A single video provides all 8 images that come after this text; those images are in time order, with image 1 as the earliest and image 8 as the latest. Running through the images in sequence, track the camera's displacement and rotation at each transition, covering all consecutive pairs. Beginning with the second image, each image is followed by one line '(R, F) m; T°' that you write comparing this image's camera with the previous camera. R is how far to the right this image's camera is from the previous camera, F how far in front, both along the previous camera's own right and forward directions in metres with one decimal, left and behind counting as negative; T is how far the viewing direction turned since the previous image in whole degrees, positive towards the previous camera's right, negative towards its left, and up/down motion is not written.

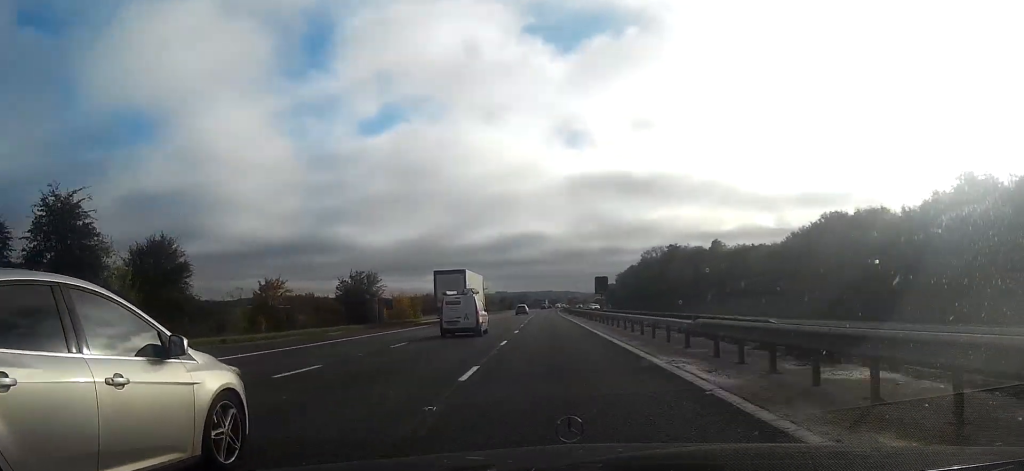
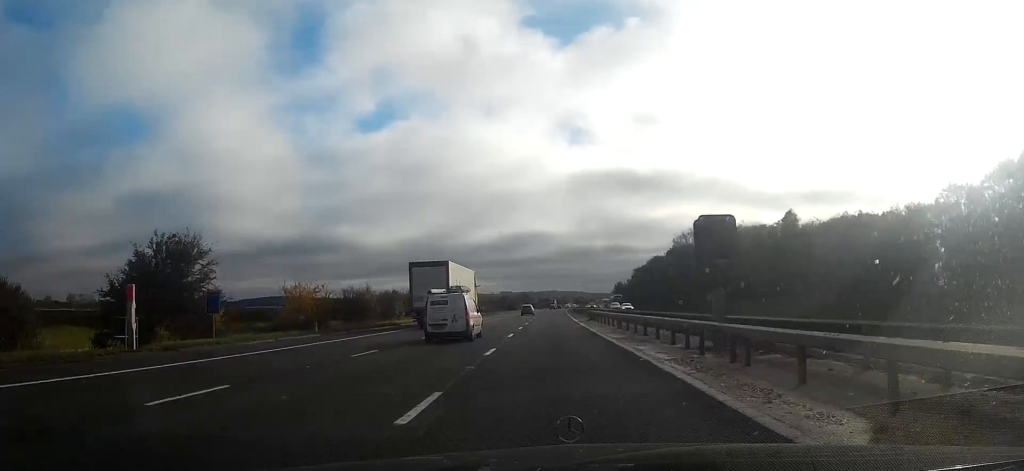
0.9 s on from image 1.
(0.0, +31.6) m; -1°
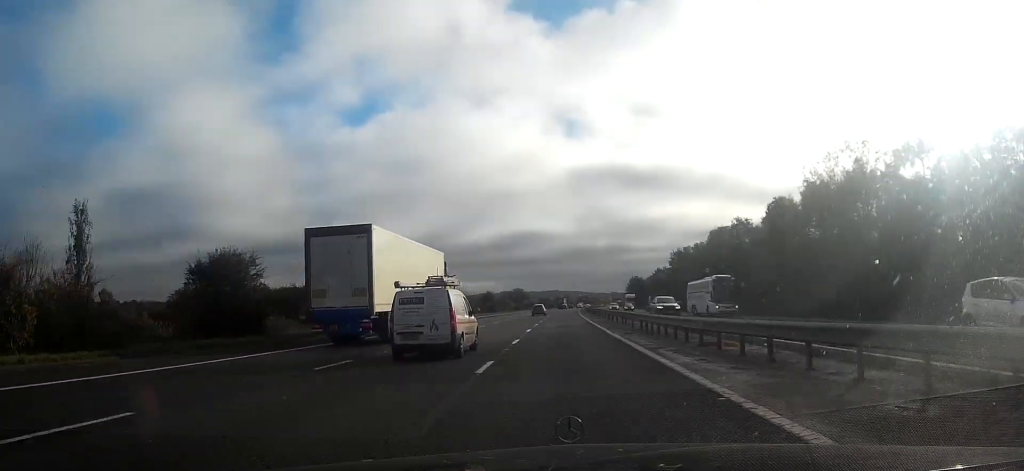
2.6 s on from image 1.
(-0.3, +58.4) m; 0°
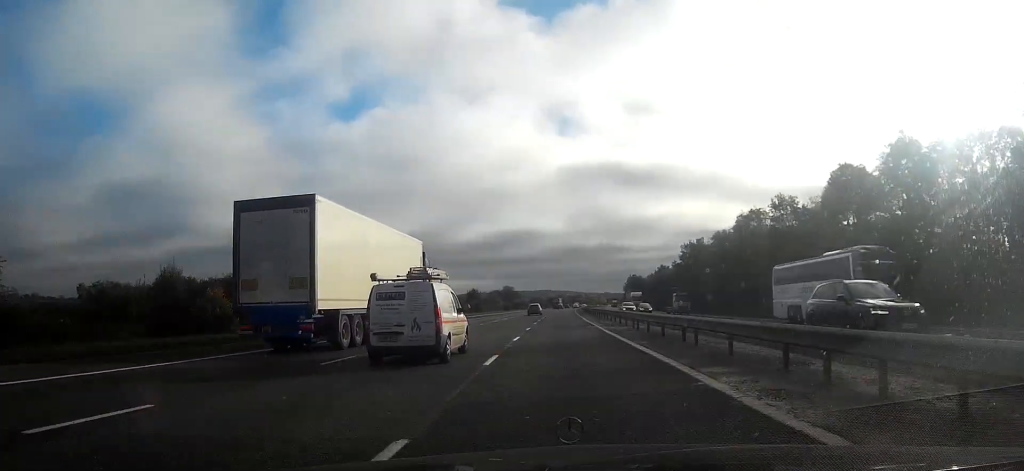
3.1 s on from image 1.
(+0.1, +17.4) m; 0°
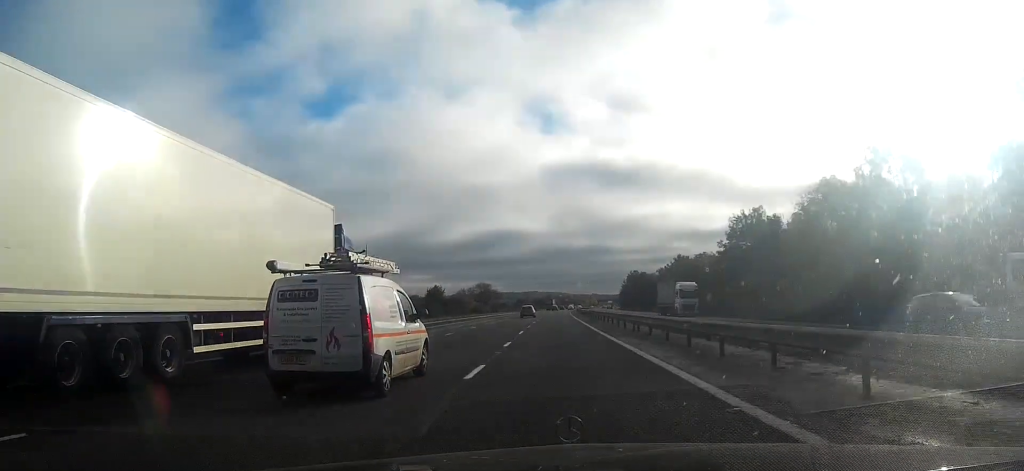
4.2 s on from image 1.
(+0.1, +38.2) m; +1°
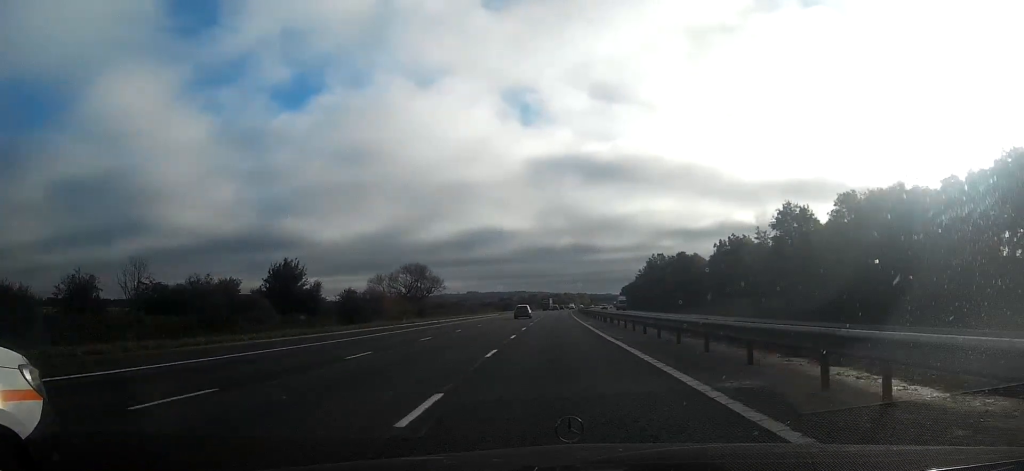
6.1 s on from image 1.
(+0.7, +67.9) m; 0°
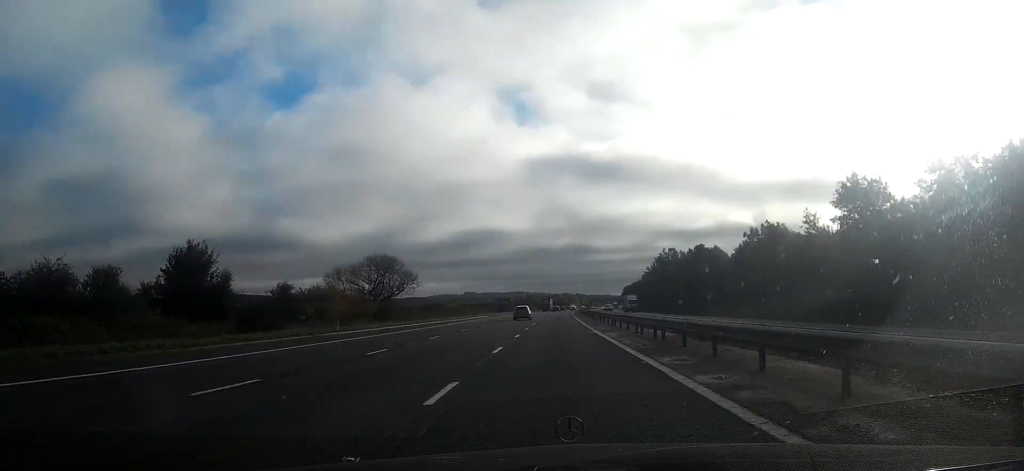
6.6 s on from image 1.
(0.0, +16.6) m; 0°
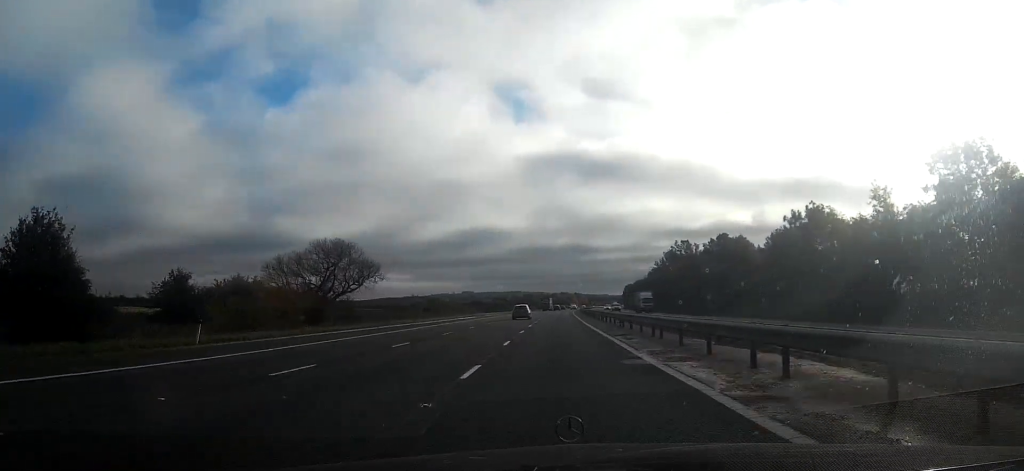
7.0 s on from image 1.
(-0.1, +15.4) m; 0°
